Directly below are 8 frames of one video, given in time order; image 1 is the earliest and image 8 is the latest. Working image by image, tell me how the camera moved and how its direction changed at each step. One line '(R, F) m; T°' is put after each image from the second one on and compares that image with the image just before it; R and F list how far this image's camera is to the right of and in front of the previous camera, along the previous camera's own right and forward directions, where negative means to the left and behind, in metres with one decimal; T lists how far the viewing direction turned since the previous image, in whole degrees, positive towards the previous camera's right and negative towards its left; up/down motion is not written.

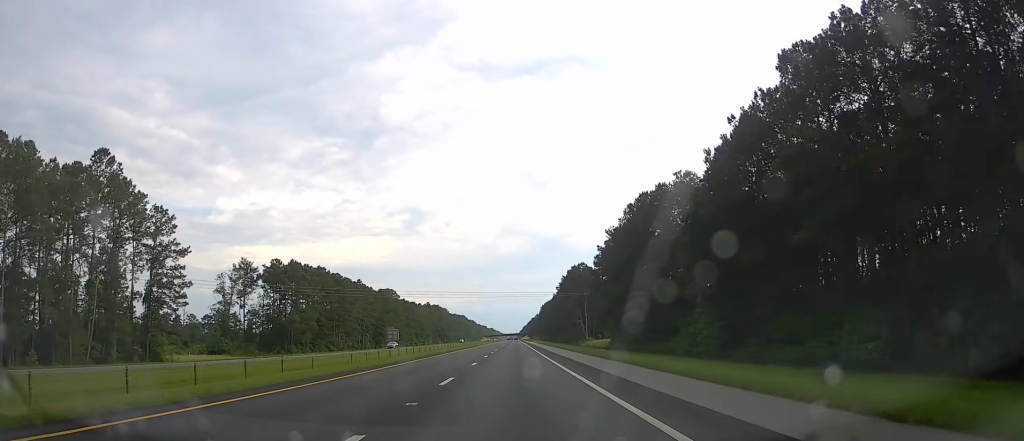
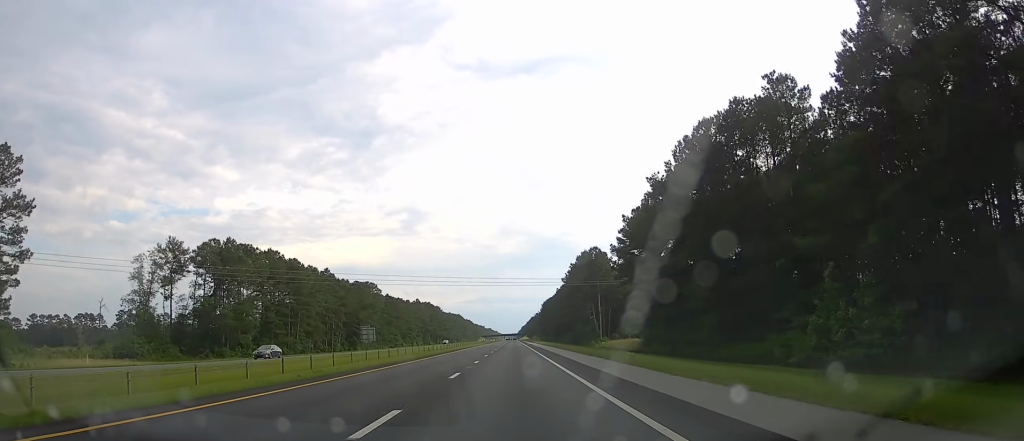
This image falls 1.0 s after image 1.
(-0.3, +33.6) m; 0°
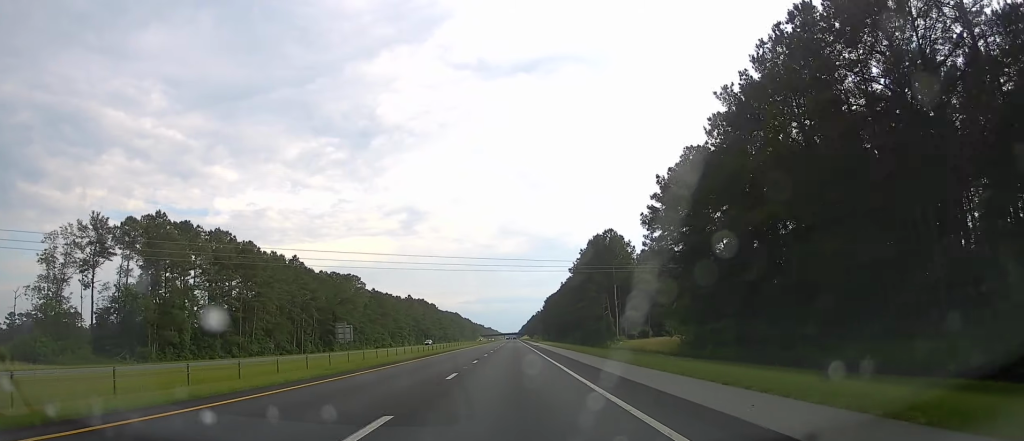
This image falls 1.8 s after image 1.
(+0.2, +25.0) m; 0°
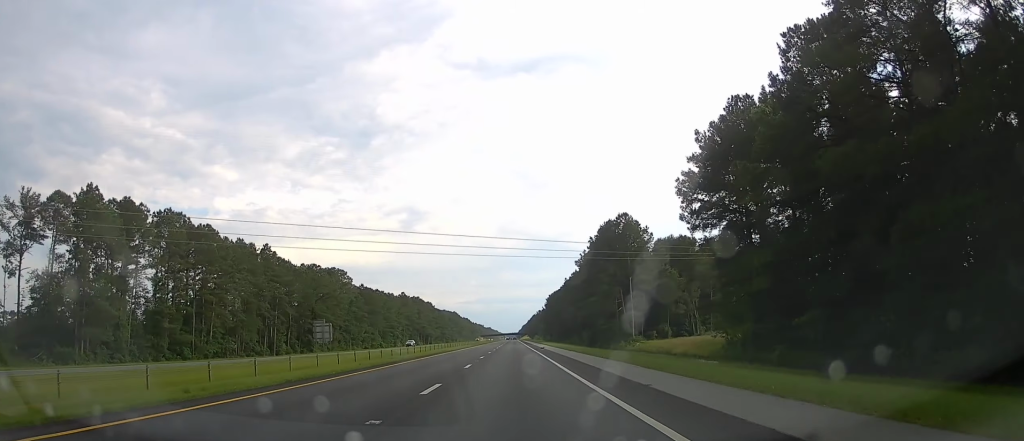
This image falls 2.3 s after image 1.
(0.0, +17.4) m; 0°
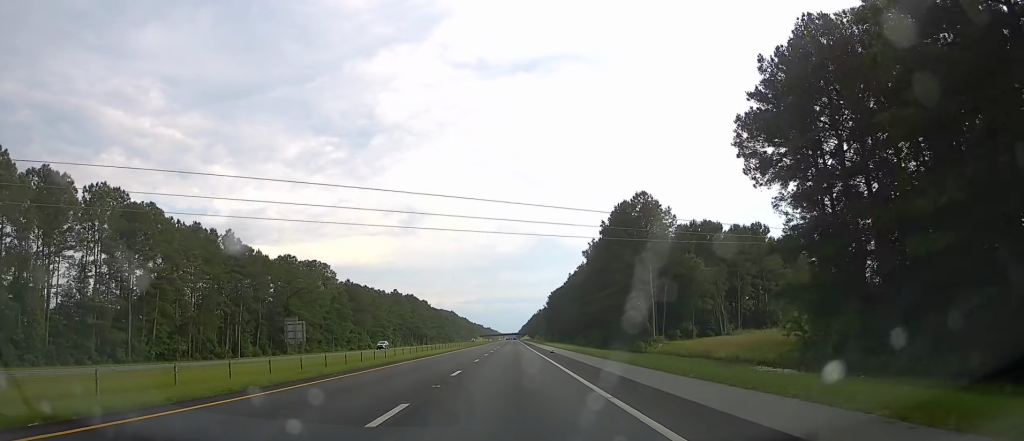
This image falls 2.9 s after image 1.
(+0.1, +17.5) m; 0°
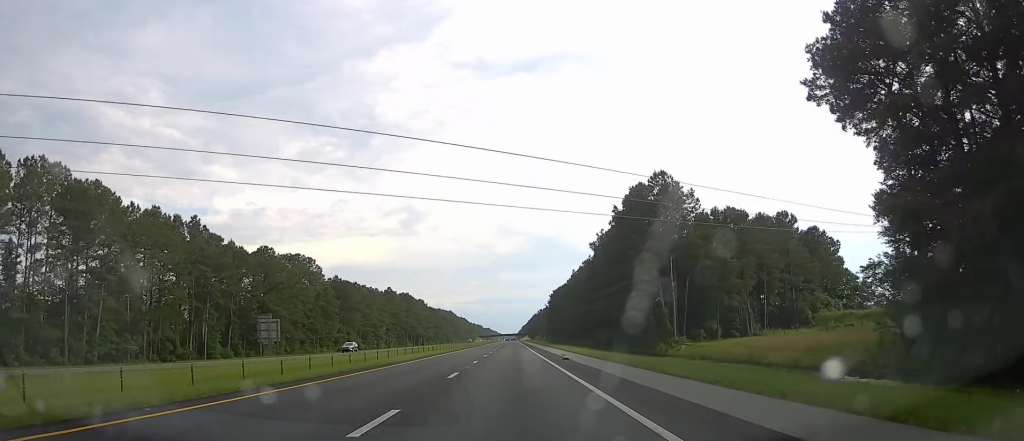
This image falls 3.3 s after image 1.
(-0.1, +13.1) m; 0°
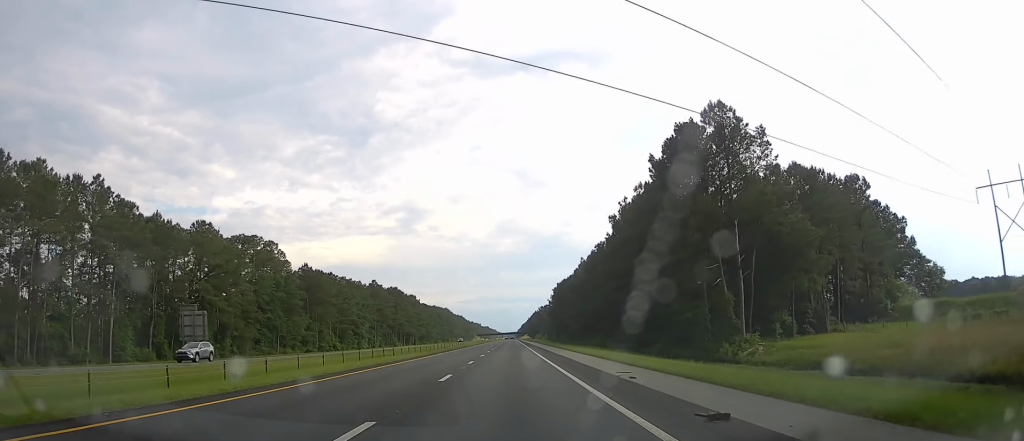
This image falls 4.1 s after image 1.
(-0.2, +26.2) m; 0°
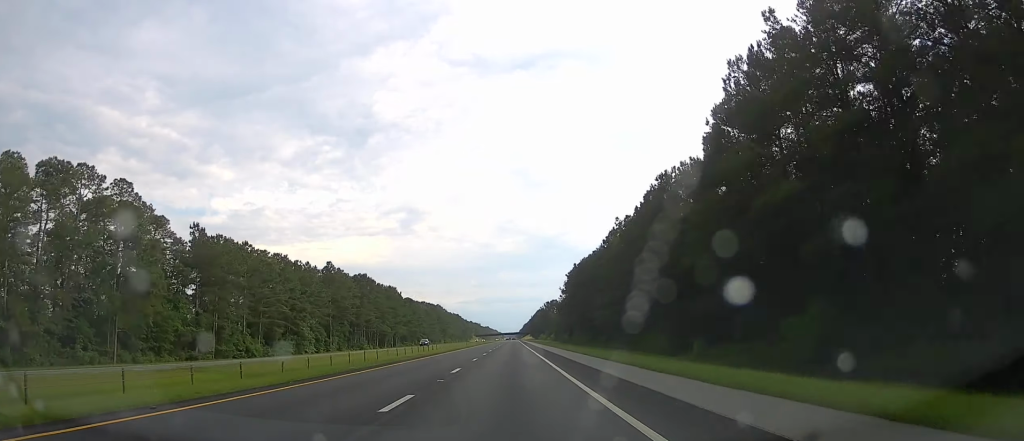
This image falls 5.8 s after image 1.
(+0.7, +56.6) m; 0°
